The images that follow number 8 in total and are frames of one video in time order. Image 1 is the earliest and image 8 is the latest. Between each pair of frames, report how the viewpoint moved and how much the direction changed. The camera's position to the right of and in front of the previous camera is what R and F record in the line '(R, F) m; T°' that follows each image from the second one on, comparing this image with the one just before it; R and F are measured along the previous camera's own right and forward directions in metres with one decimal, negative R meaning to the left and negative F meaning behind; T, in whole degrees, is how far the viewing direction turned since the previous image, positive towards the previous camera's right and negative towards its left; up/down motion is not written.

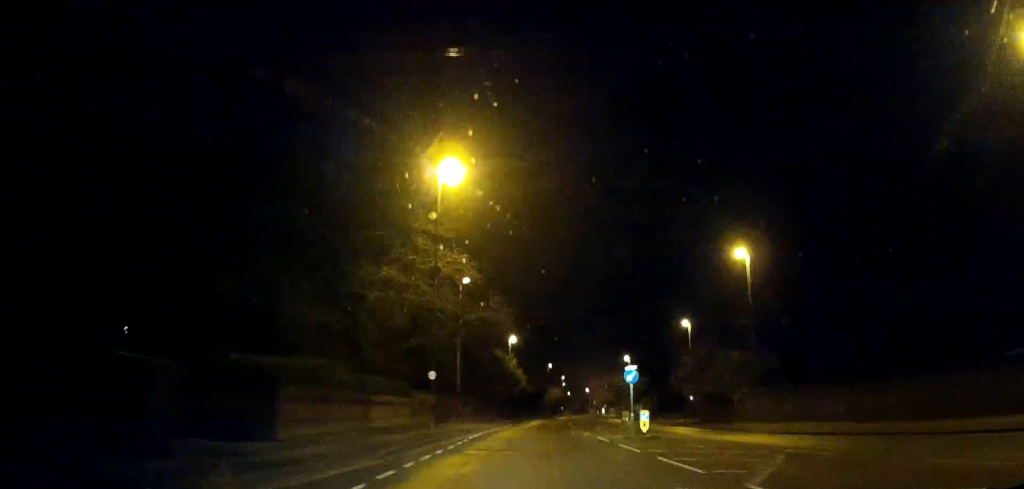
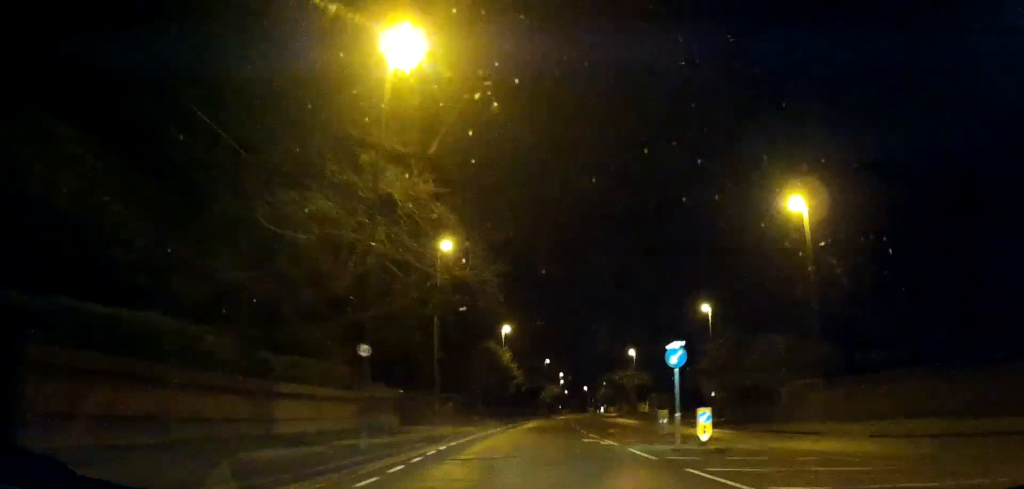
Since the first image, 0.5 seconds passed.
(0.0, +9.5) m; 0°
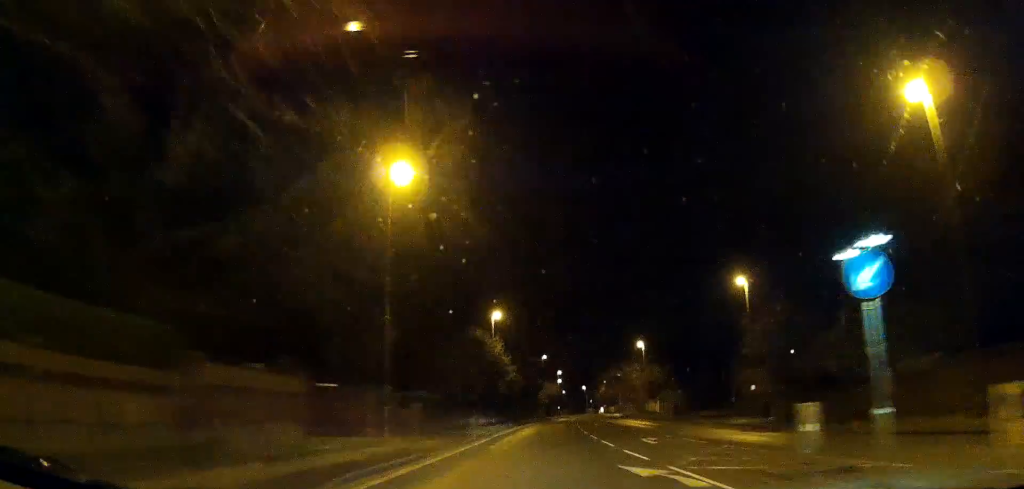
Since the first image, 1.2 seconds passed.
(-0.1, +11.8) m; 0°
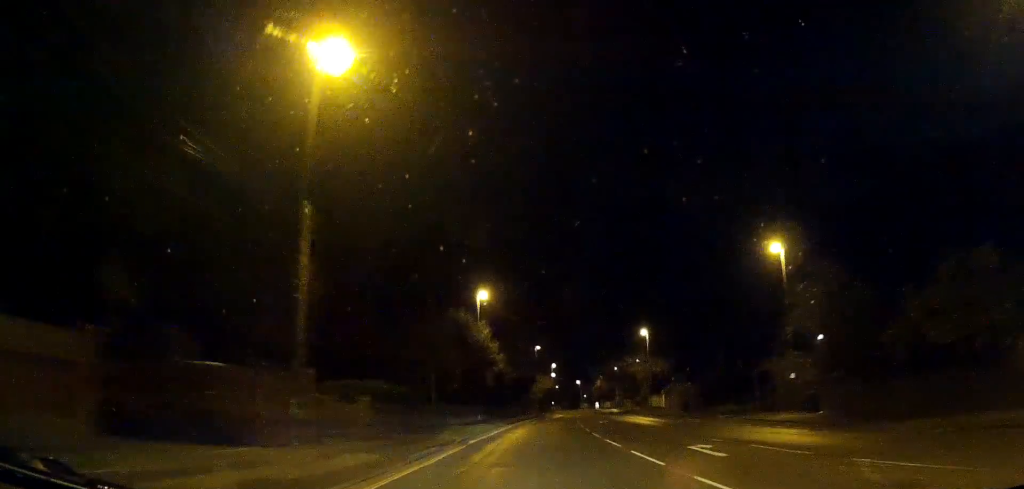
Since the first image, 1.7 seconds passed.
(+0.1, +8.7) m; +1°
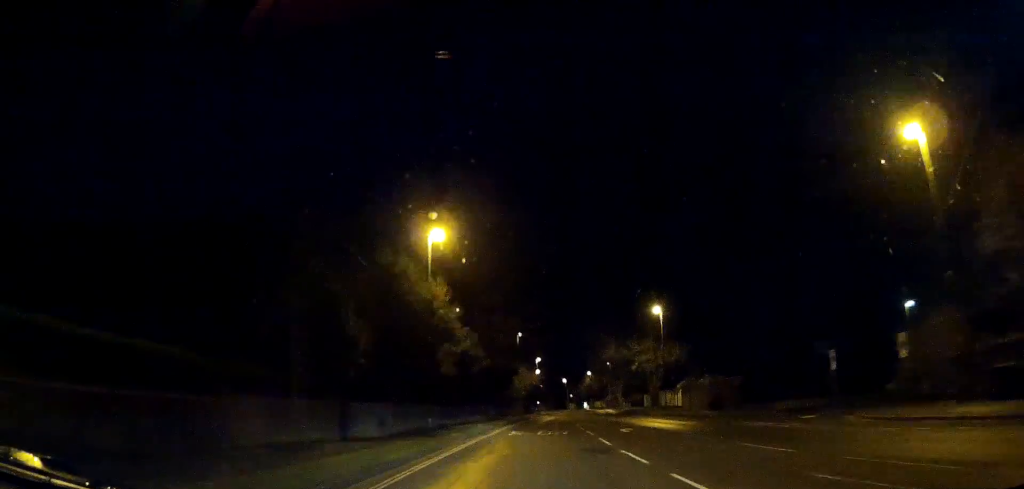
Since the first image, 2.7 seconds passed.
(+0.2, +18.1) m; +1°
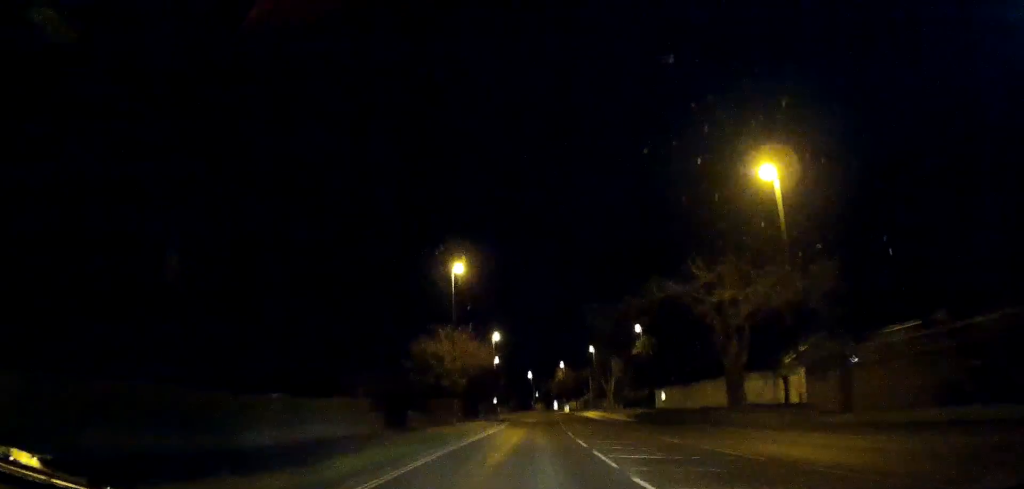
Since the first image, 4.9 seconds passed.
(+1.1, +37.8) m; +3°
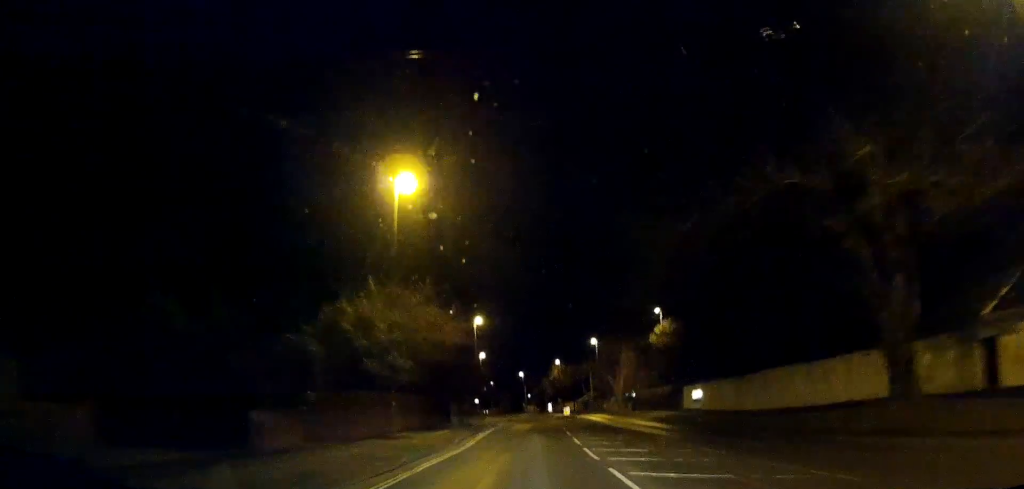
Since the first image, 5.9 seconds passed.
(+0.2, +16.8) m; +1°
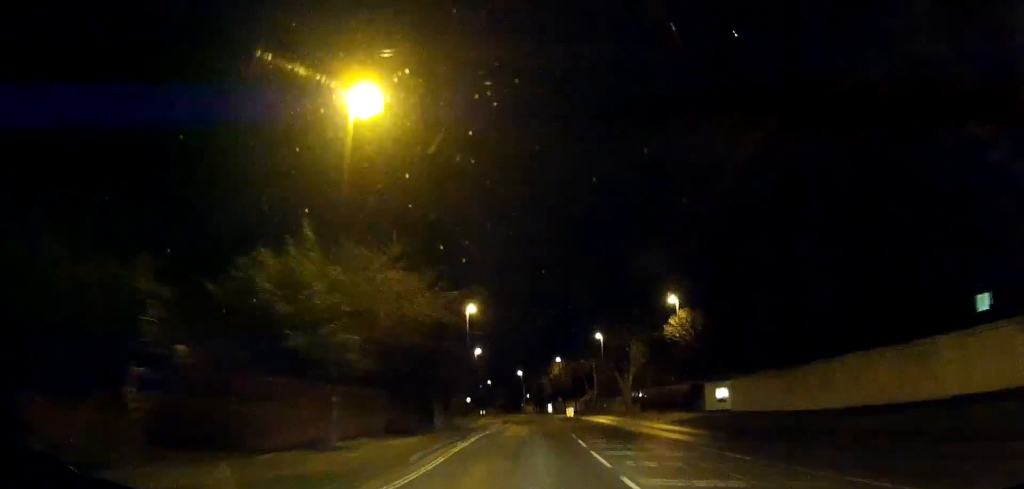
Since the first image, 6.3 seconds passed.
(0.0, +7.5) m; 0°
